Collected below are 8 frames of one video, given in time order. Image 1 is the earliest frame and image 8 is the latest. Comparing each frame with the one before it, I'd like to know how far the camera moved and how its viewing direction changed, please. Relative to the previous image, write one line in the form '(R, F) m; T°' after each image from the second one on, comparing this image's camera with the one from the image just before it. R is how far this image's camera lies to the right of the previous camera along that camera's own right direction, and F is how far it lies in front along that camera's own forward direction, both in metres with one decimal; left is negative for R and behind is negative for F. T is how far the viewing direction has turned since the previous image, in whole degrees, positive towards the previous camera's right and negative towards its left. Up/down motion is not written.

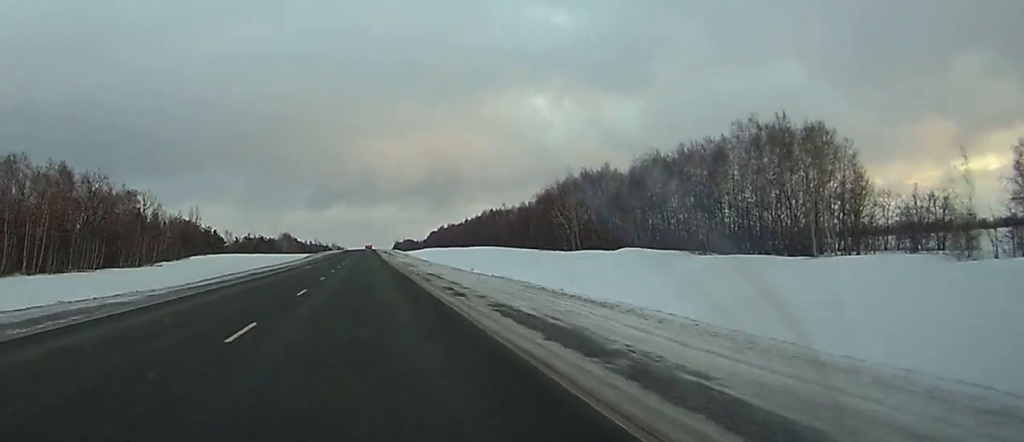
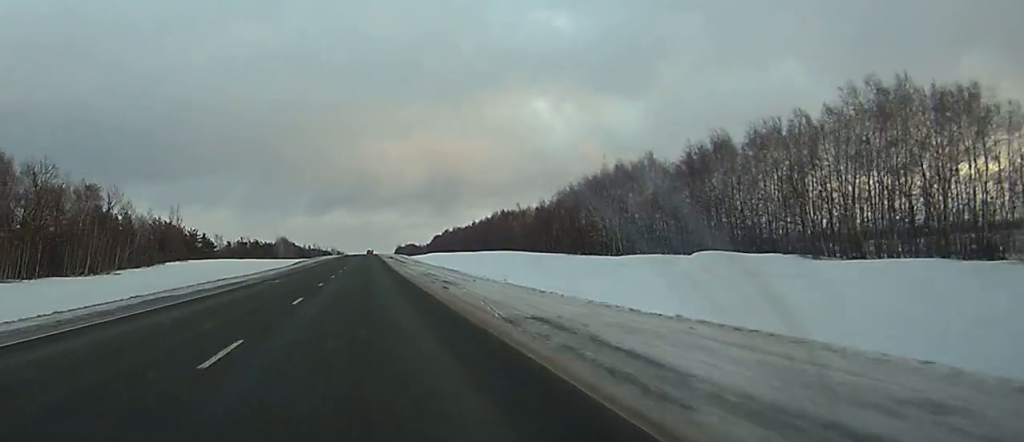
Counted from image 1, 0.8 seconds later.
(+0.4, +26.6) m; +1°
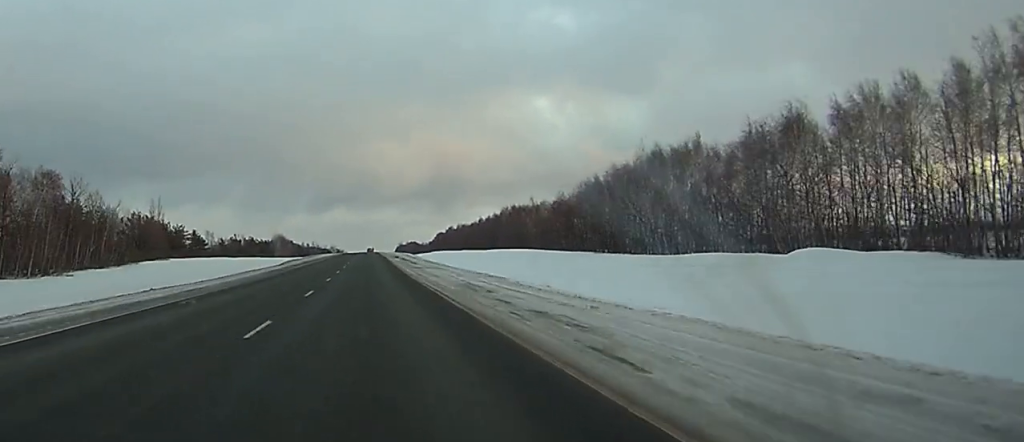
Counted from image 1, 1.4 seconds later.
(+0.1, +21.0) m; 0°
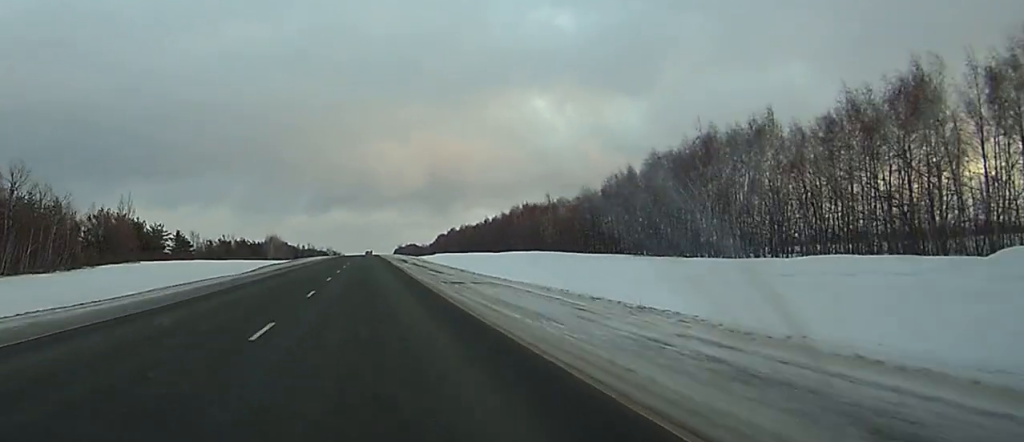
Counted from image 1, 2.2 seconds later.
(0.0, +24.3) m; 0°
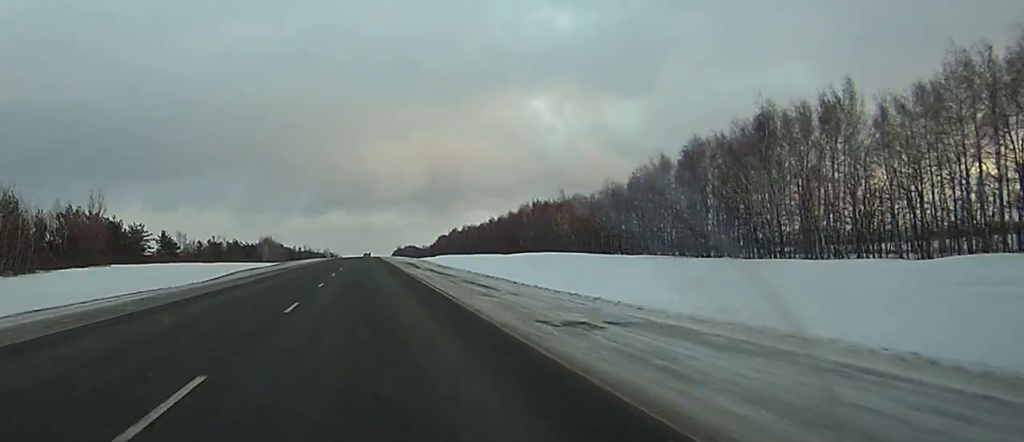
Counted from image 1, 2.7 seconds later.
(-0.1, +18.7) m; 0°
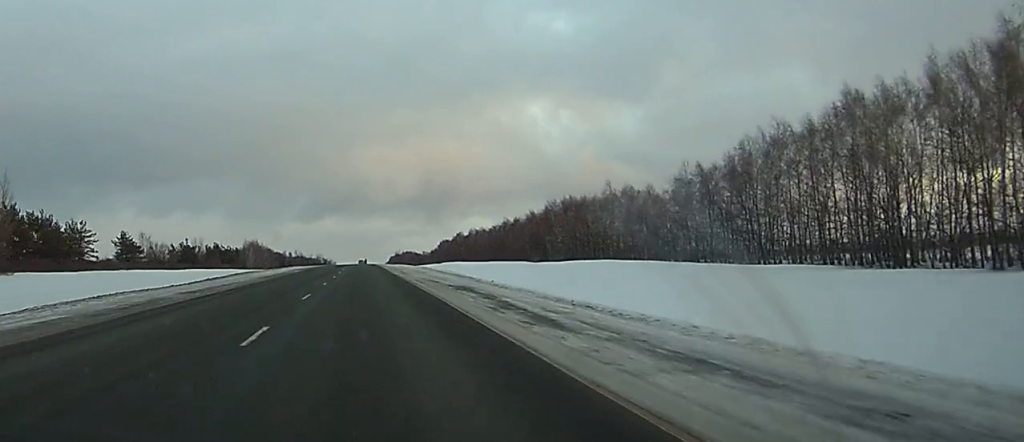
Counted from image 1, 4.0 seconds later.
(+0.1, +41.8) m; 0°
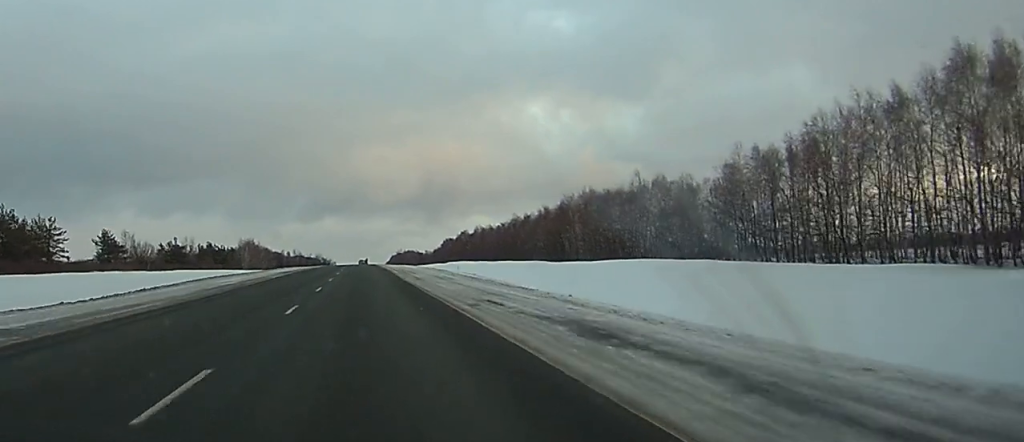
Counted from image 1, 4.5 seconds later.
(0.0, +17.6) m; 0°
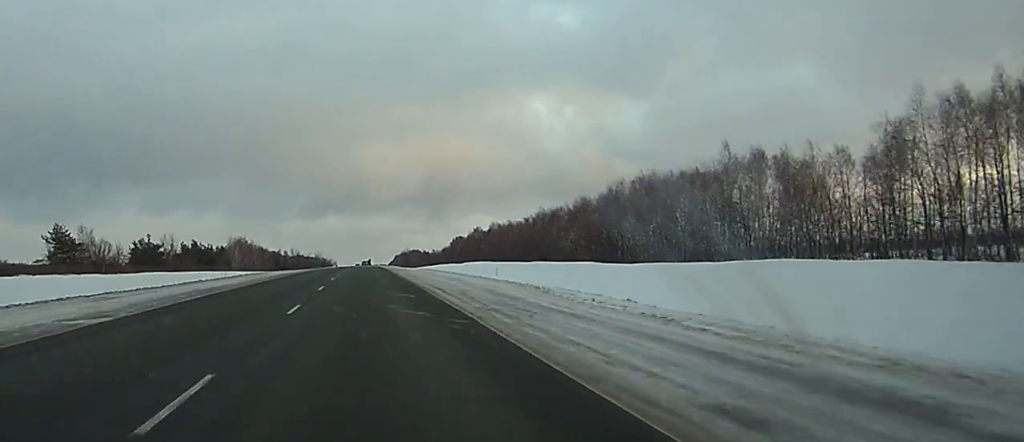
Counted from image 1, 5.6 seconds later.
(0.0, +36.3) m; 0°
